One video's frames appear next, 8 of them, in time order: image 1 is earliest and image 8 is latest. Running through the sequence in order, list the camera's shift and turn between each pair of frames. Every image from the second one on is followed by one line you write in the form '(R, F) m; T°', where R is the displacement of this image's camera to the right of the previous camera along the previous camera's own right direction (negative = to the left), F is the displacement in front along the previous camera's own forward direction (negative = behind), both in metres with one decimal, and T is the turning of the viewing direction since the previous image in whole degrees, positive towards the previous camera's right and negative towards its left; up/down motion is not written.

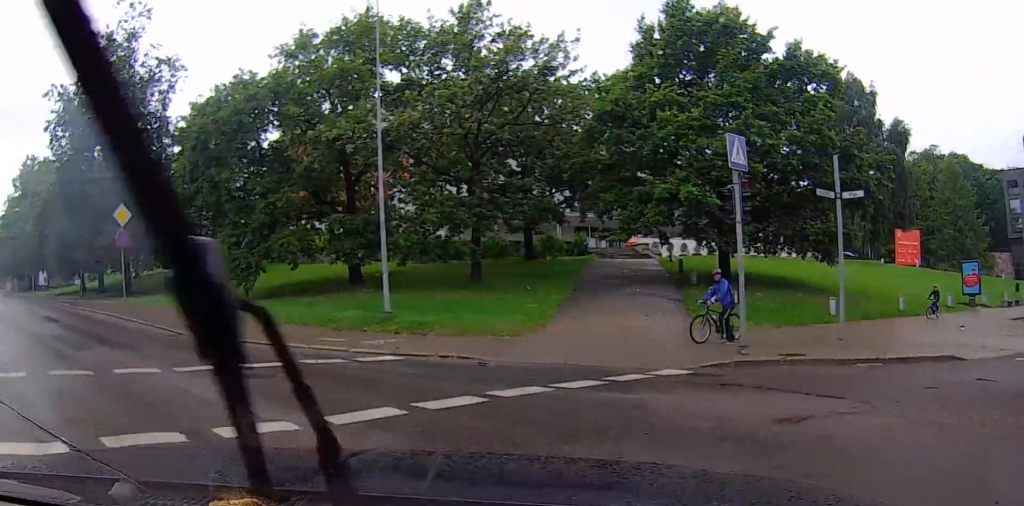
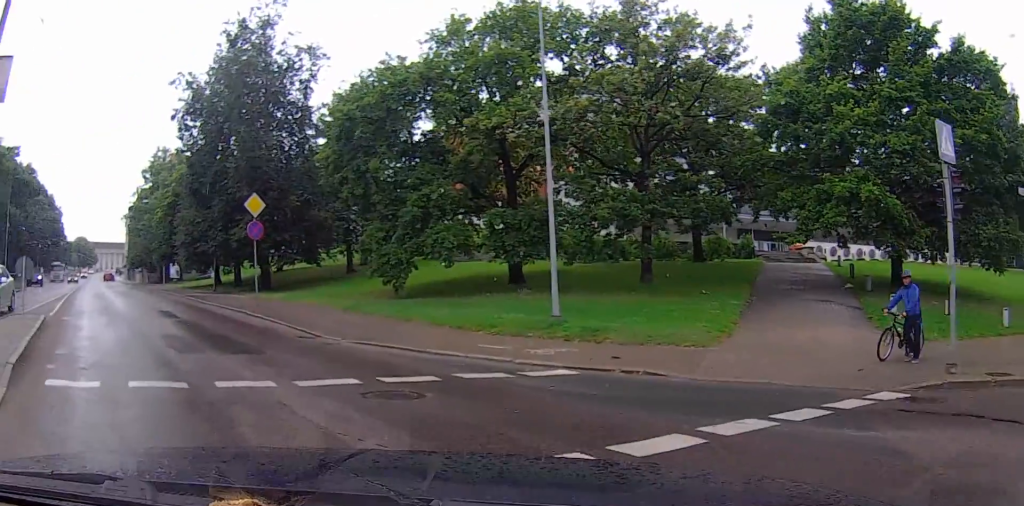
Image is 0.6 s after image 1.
(-0.1, +1.8) m; -17°
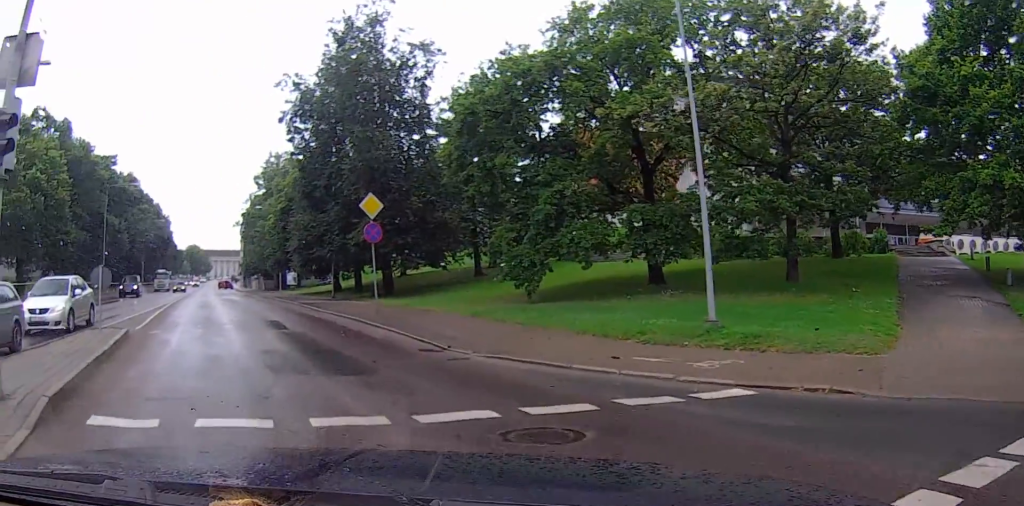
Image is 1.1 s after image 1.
(+0.1, +1.6) m; -14°
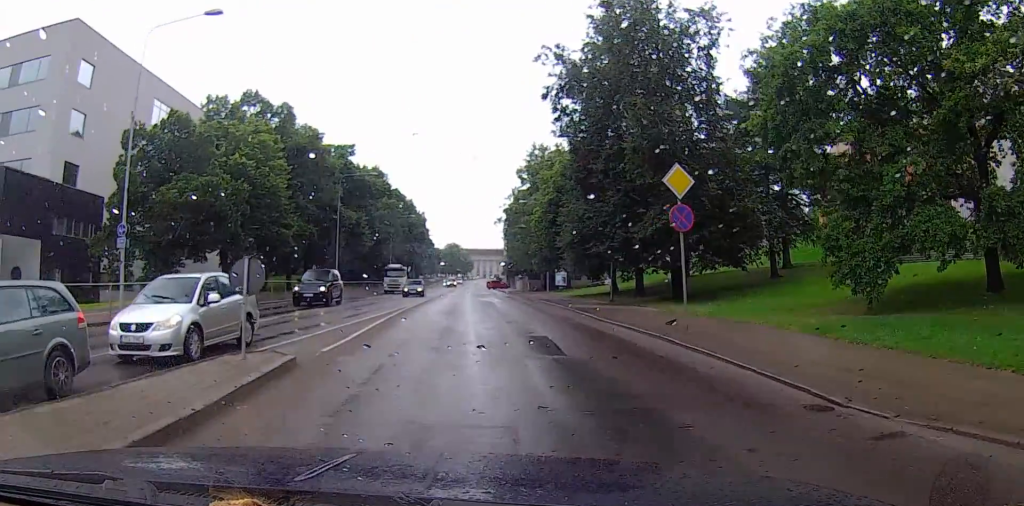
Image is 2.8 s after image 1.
(-2.1, +6.2) m; -22°
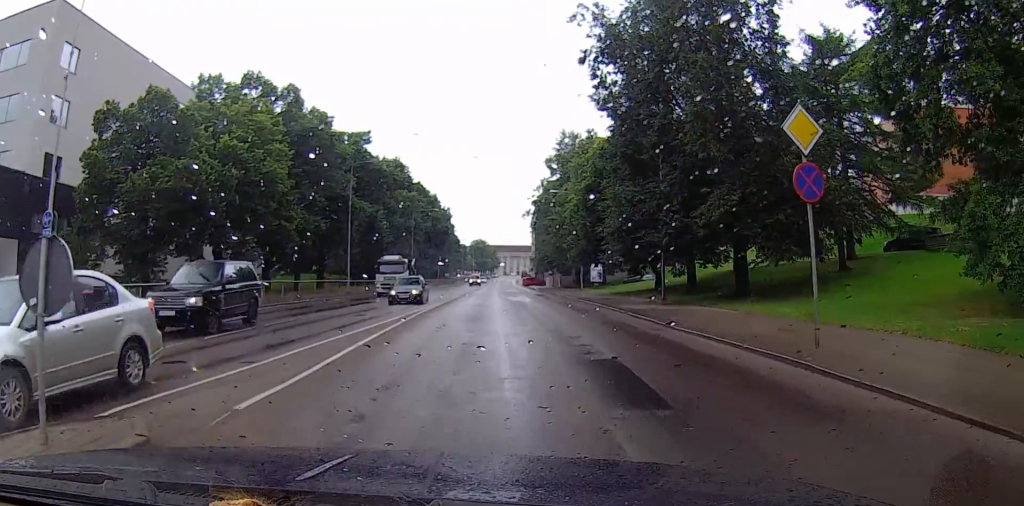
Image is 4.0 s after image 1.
(-0.3, +5.6) m; -2°
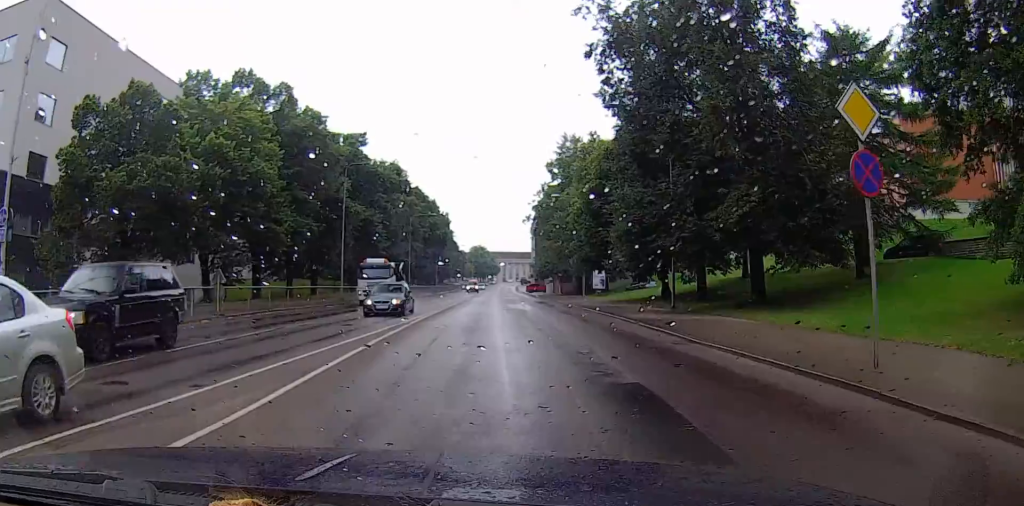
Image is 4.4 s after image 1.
(+0.1, +2.2) m; +1°
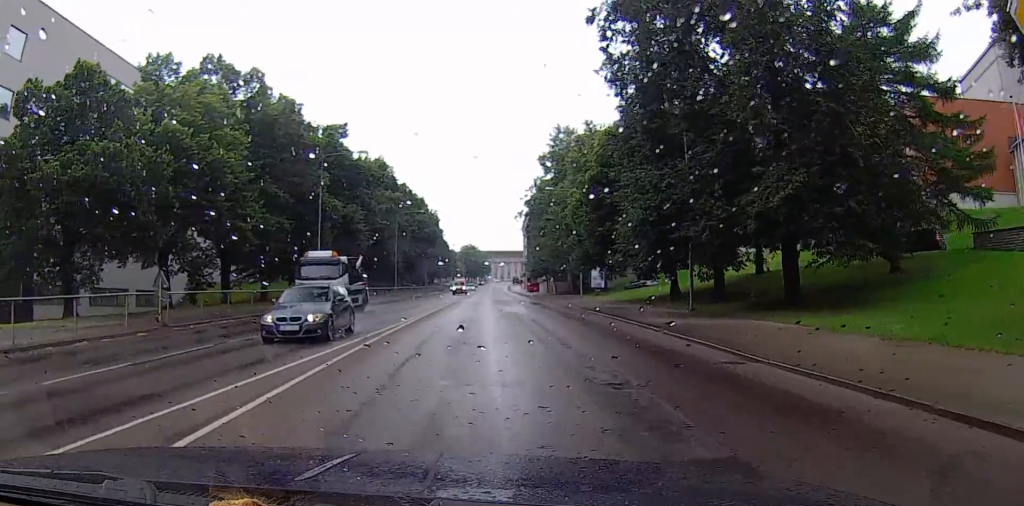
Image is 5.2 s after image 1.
(+0.1, +4.4) m; +2°
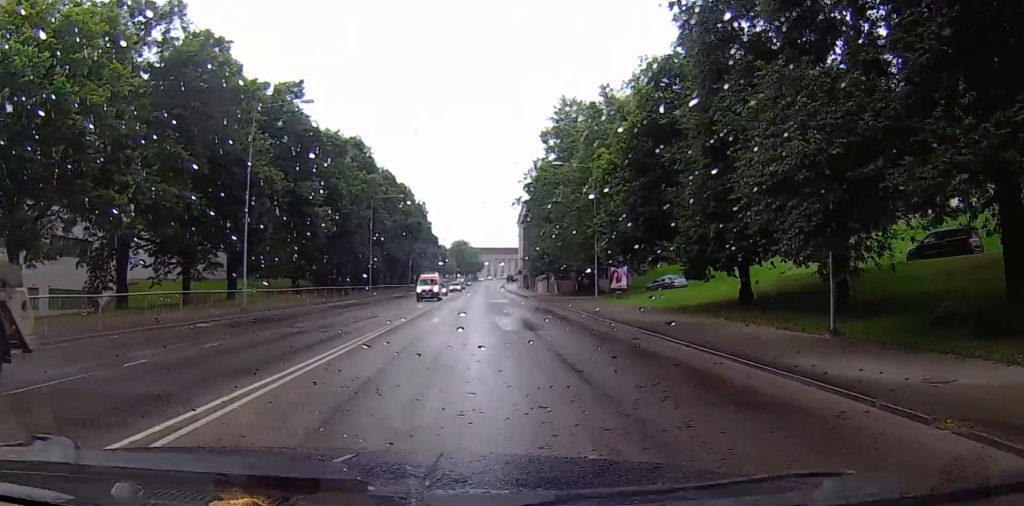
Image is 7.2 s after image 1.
(-0.1, +12.8) m; -6°
